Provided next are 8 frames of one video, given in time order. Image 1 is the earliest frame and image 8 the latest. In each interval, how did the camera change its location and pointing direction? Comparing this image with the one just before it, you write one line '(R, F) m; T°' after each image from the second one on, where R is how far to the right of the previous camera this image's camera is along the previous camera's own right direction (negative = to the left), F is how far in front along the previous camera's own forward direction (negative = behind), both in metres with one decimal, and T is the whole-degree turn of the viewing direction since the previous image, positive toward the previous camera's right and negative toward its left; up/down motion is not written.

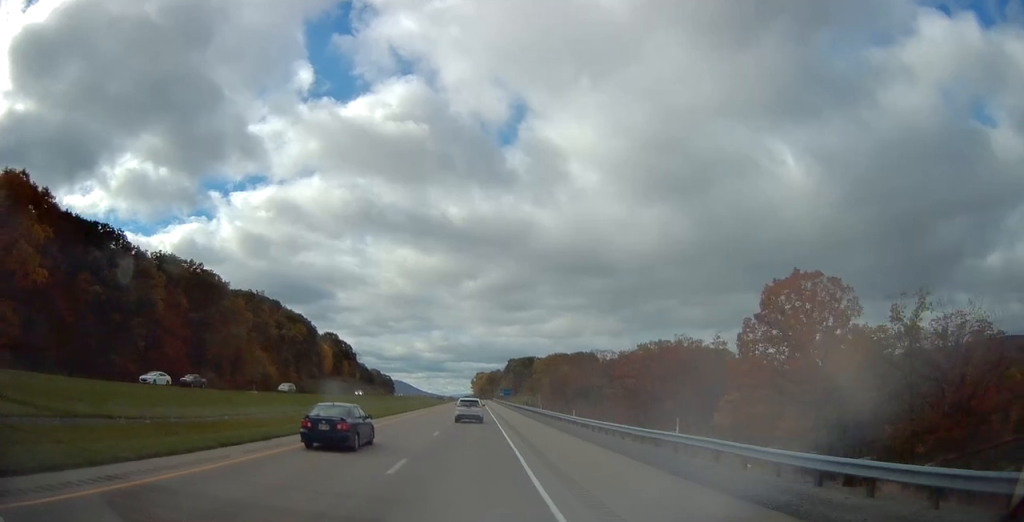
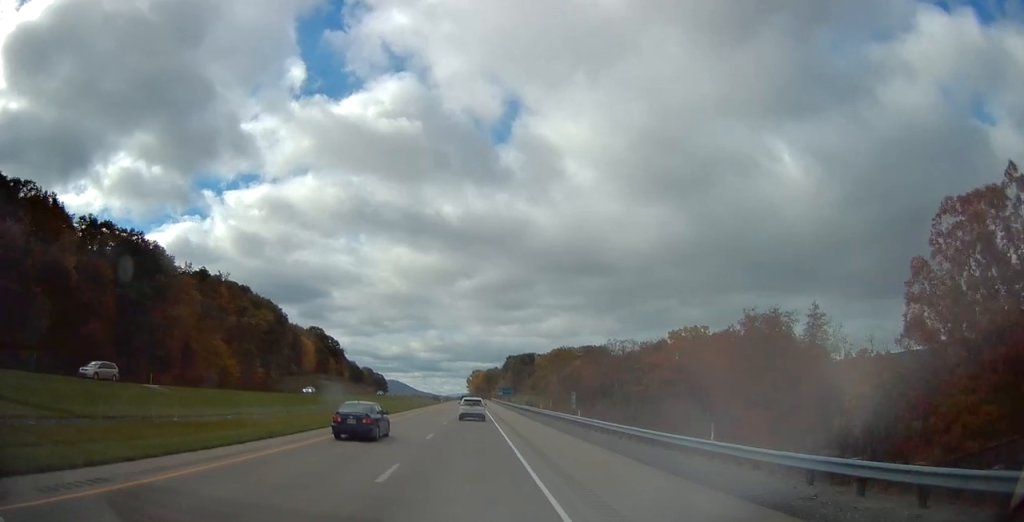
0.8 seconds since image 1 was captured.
(+0.1, +26.3) m; 0°
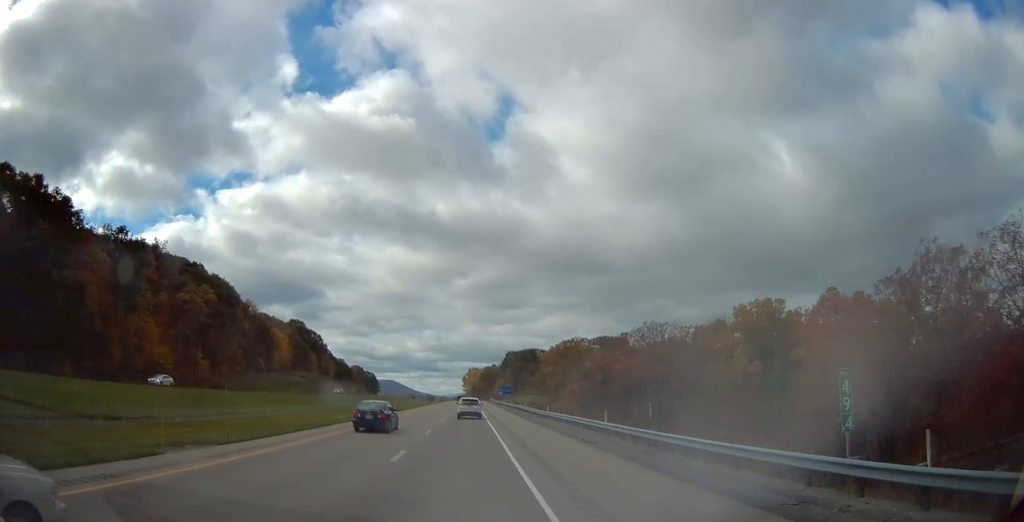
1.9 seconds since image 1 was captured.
(+0.2, +32.7) m; +1°
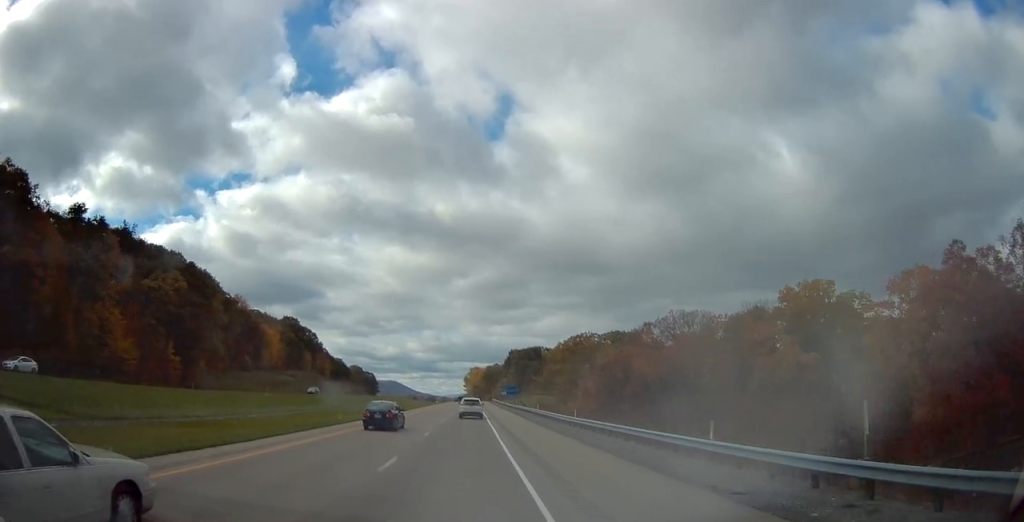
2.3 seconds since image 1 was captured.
(-0.1, +13.7) m; 0°
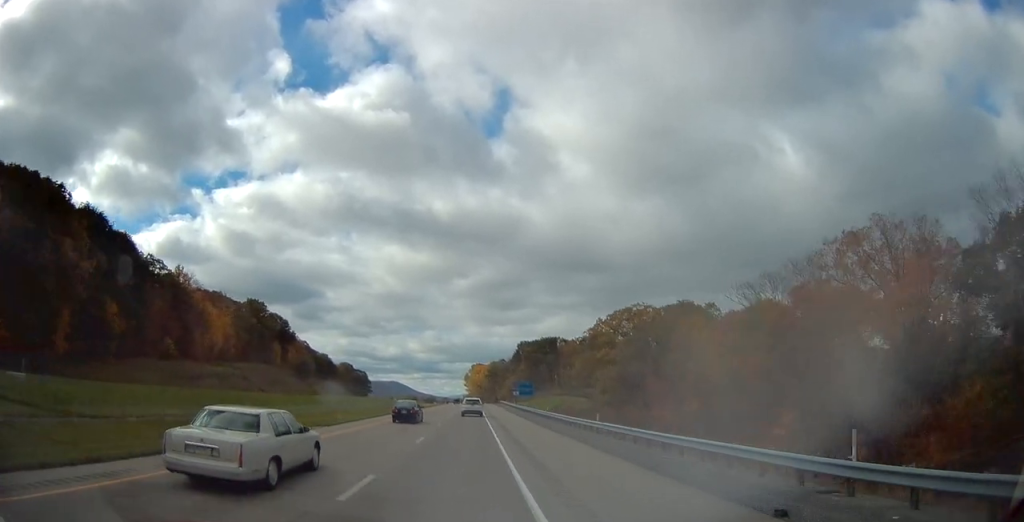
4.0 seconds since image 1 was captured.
(+0.3, +52.7) m; 0°
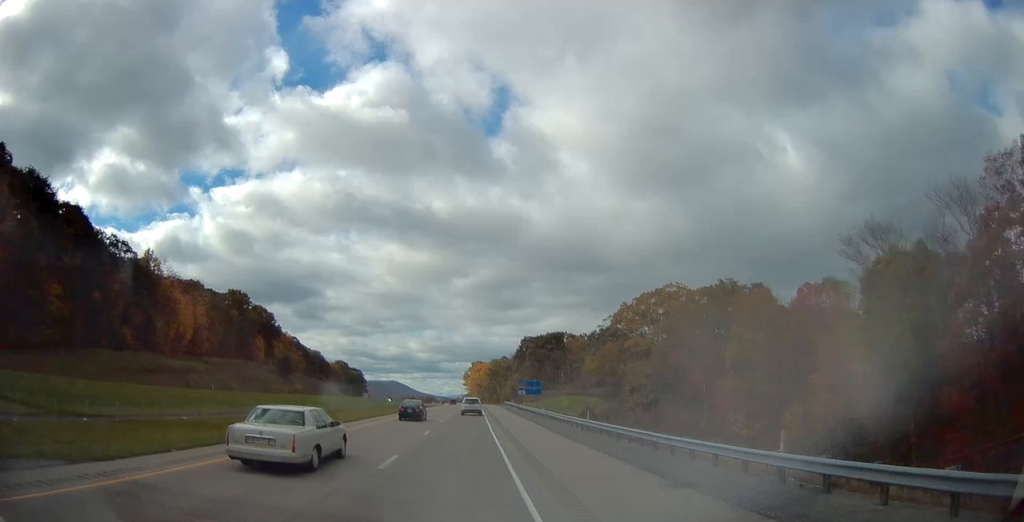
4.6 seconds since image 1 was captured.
(-0.1, +20.1) m; 0°
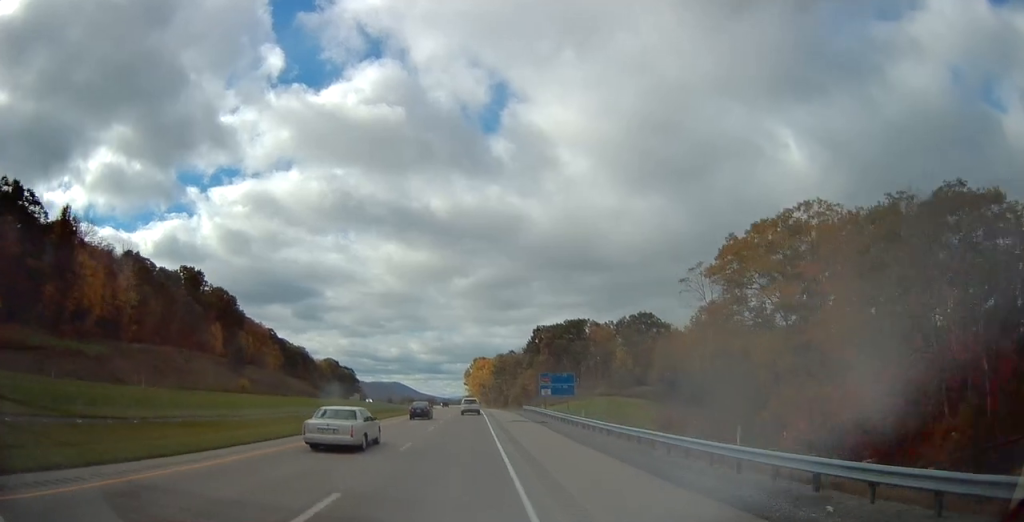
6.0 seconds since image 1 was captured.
(-0.1, +43.2) m; 0°
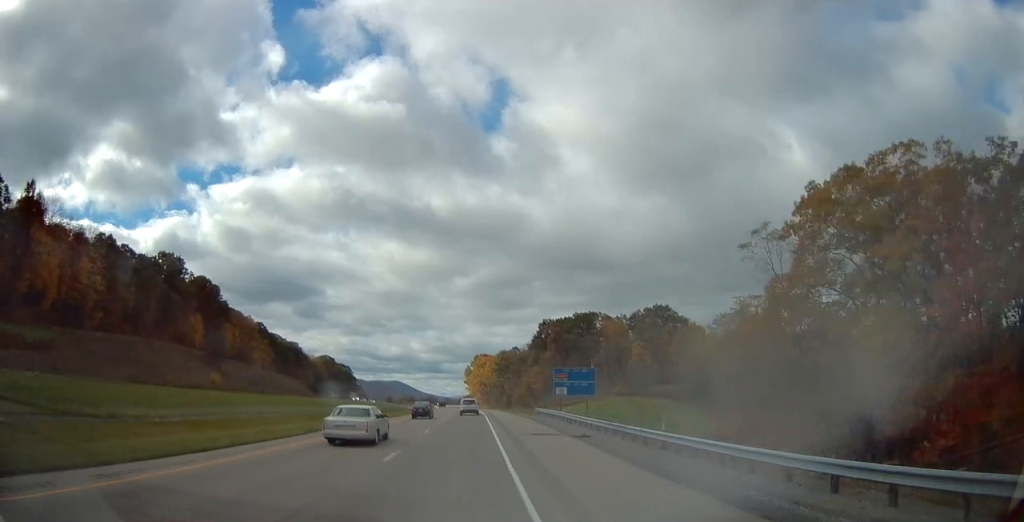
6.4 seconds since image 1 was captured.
(+0.1, +14.8) m; 0°
